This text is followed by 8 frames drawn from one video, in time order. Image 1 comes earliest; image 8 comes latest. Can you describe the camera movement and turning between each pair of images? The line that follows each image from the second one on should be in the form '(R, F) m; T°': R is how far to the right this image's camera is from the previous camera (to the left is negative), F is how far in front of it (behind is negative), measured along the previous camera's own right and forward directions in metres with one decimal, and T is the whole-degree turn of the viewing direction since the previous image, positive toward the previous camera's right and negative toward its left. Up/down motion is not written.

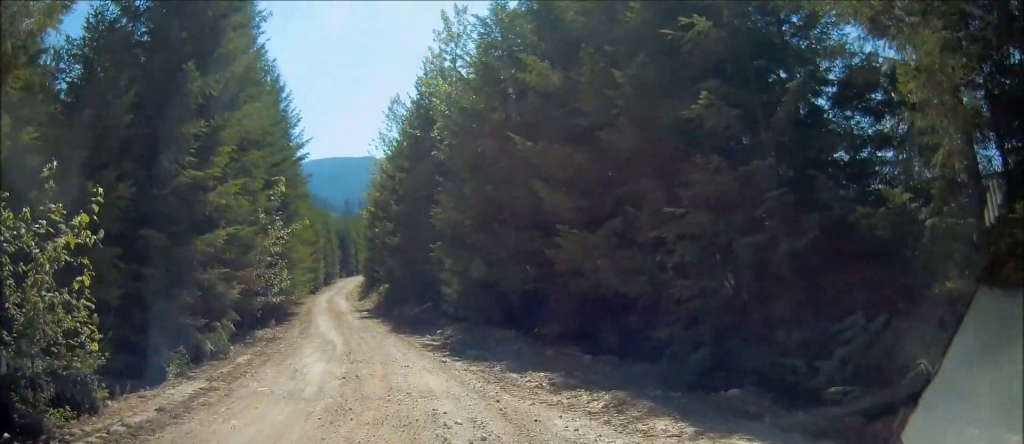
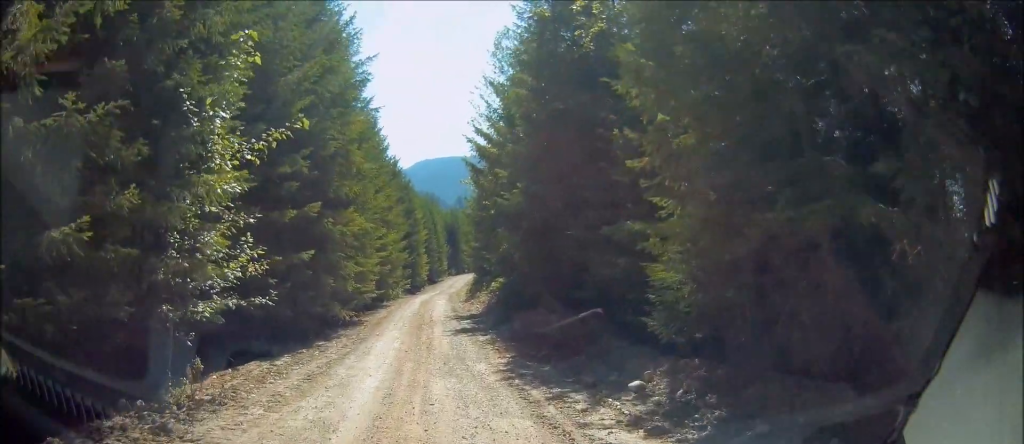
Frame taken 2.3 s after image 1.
(-0.6, +13.5) m; -2°
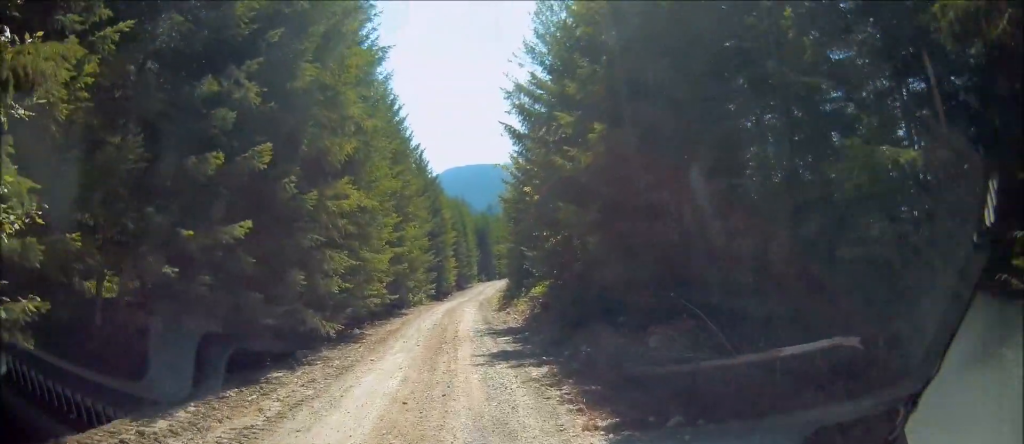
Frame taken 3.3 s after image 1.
(+0.5, +6.7) m; 0°
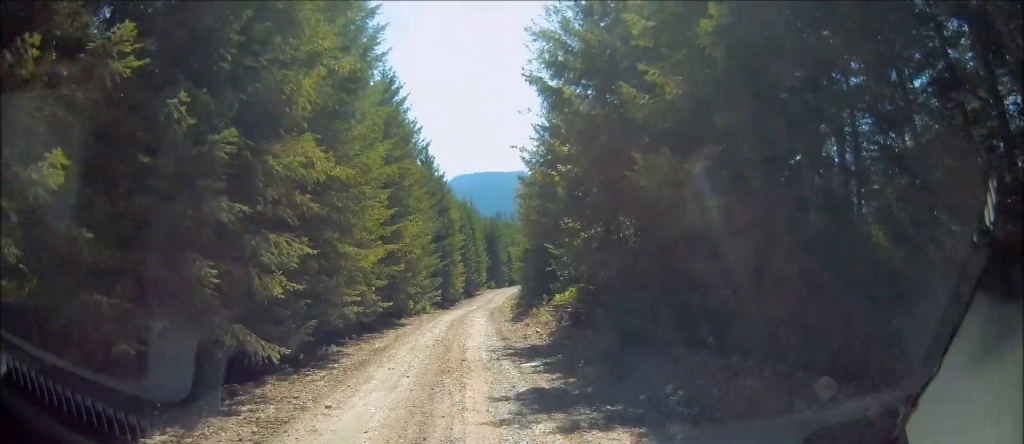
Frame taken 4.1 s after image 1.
(-0.5, +5.1) m; 0°
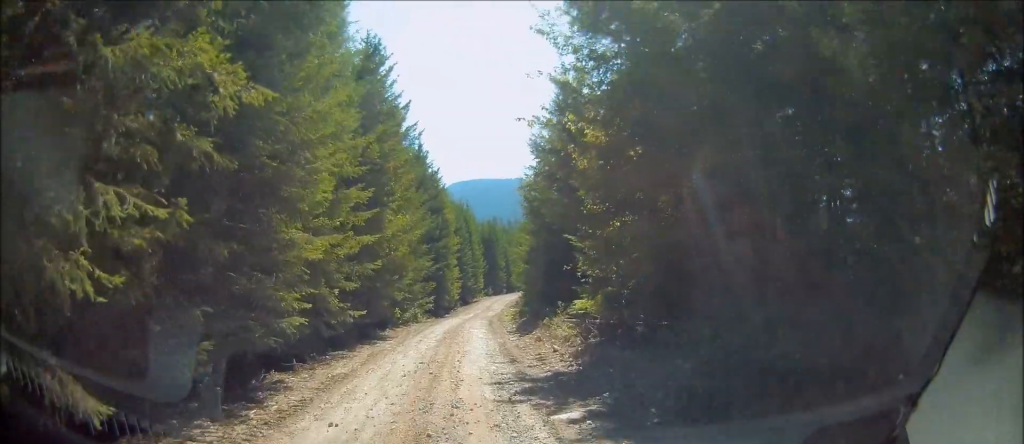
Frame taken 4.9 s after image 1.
(+0.2, +5.1) m; 0°
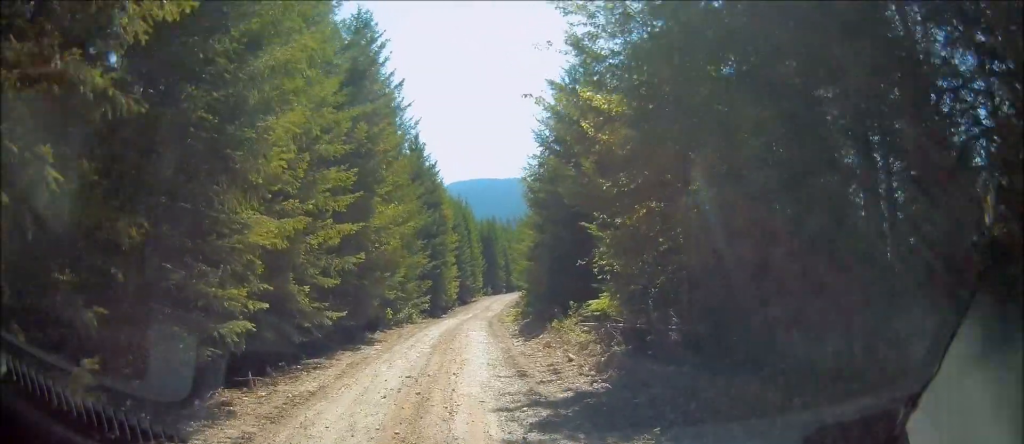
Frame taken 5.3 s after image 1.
(+0.2, +2.5) m; 0°
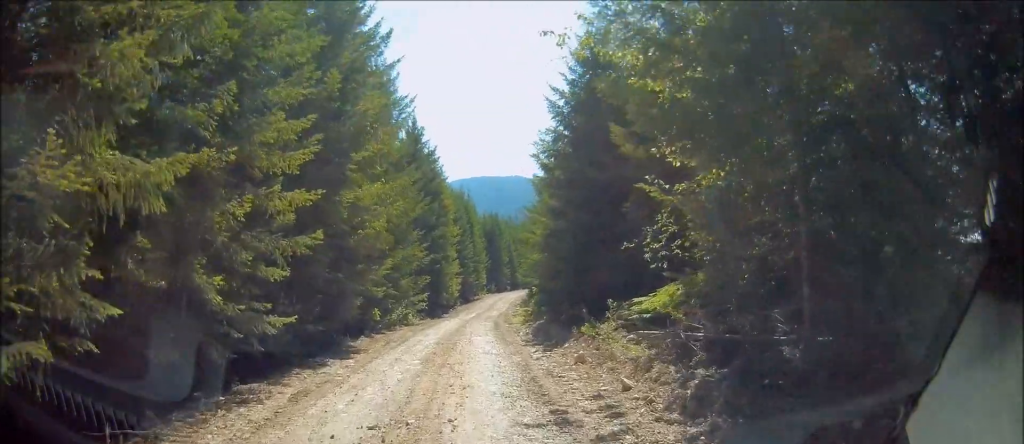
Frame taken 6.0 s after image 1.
(-0.4, +4.2) m; -4°
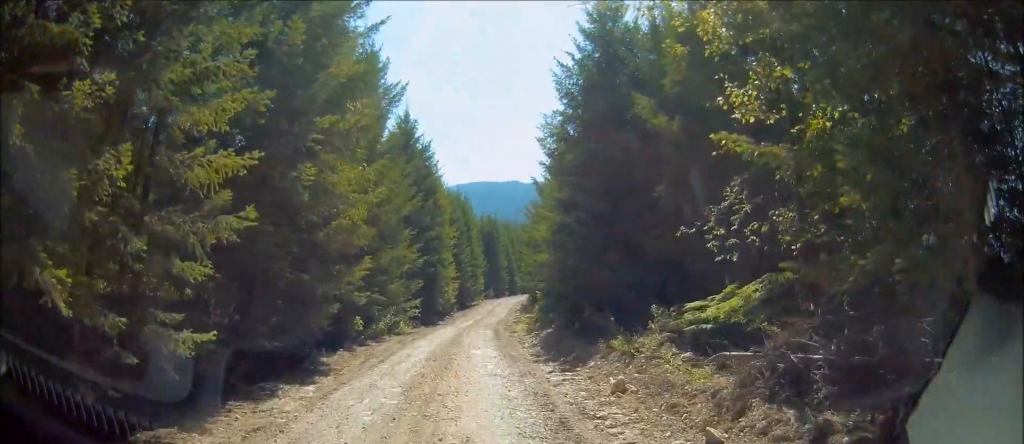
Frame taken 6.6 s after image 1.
(-0.1, +3.2) m; 0°
